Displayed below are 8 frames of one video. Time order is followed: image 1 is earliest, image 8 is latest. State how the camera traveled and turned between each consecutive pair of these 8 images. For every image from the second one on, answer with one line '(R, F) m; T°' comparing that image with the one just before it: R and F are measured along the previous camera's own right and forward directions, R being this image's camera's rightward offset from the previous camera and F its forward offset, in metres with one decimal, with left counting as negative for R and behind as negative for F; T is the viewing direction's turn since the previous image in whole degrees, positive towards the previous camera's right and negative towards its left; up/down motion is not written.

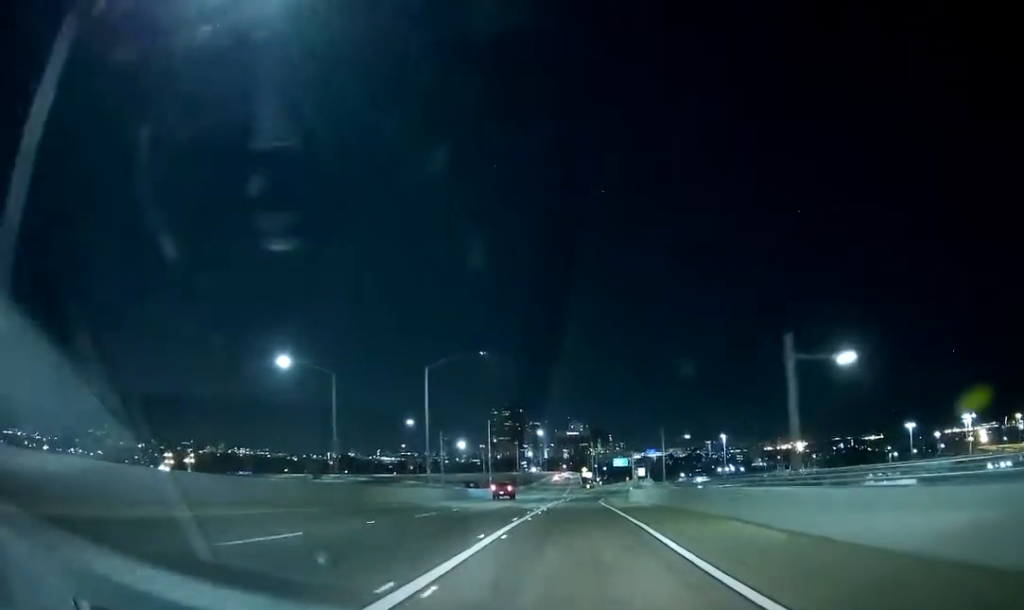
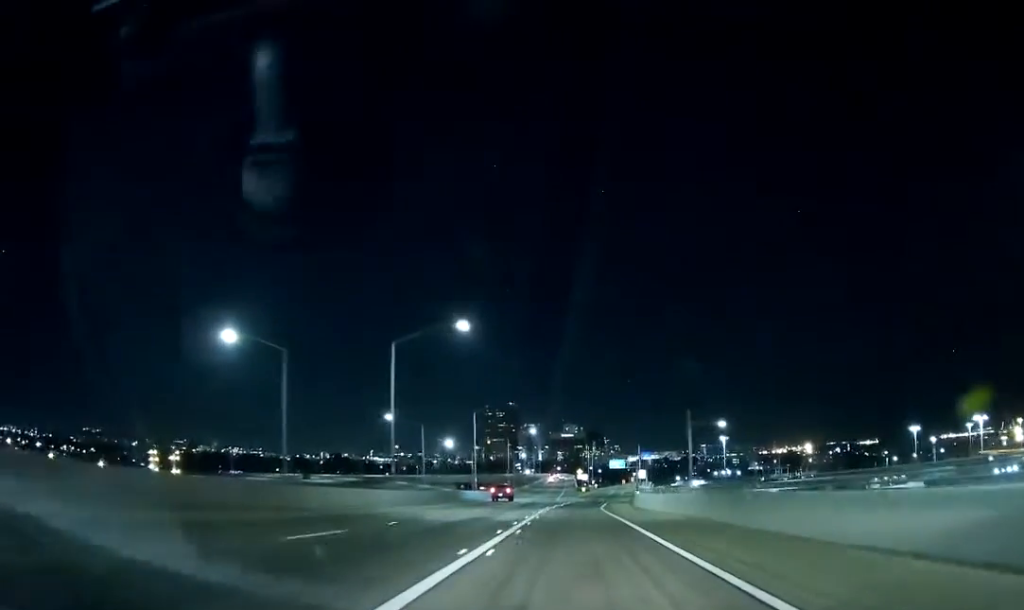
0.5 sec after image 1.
(+0.1, +12.3) m; +1°
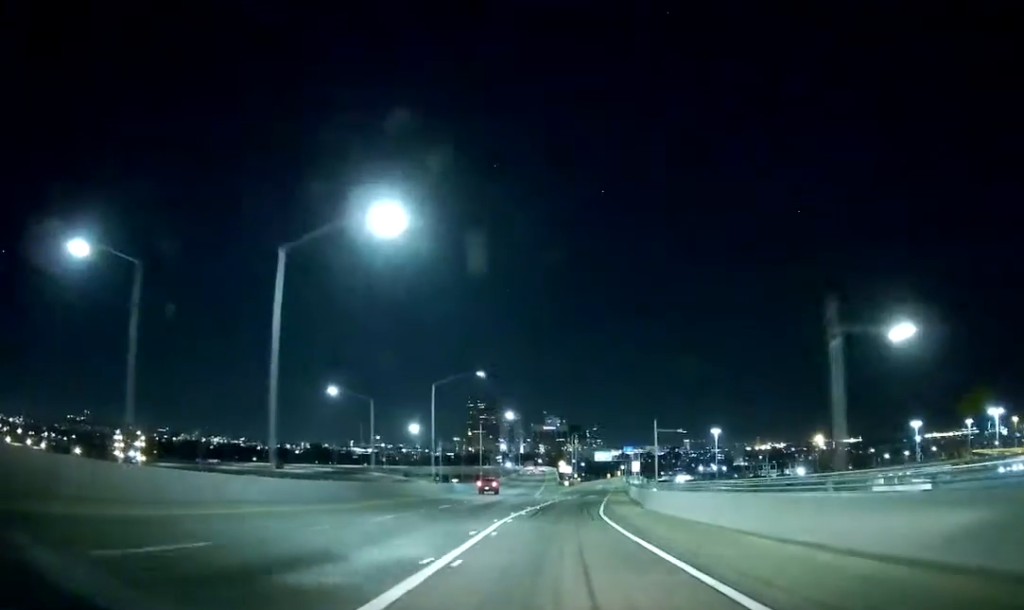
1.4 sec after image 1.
(+0.3, +21.3) m; +1°
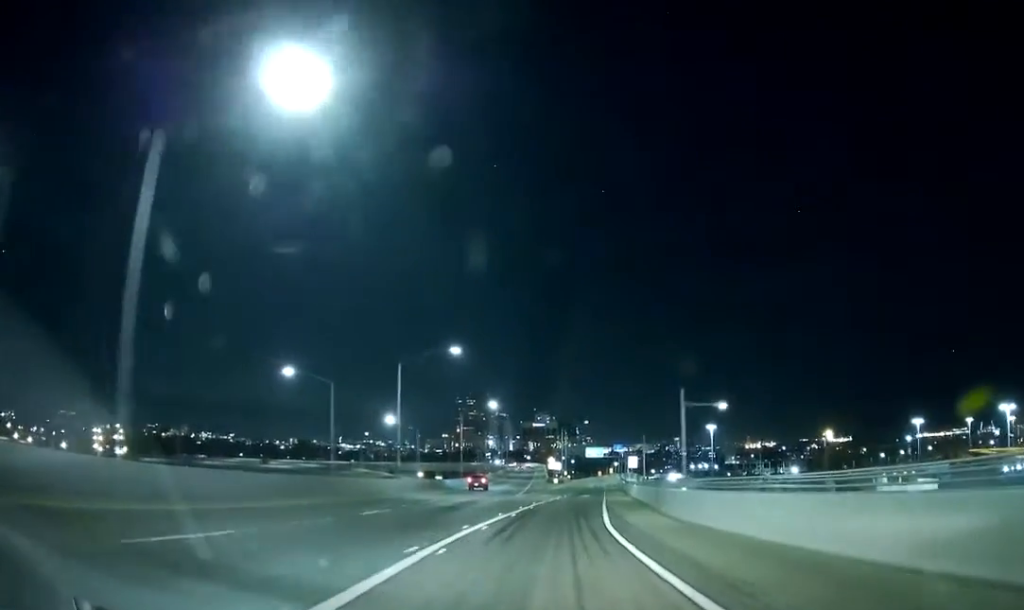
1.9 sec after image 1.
(+0.1, +12.3) m; +1°
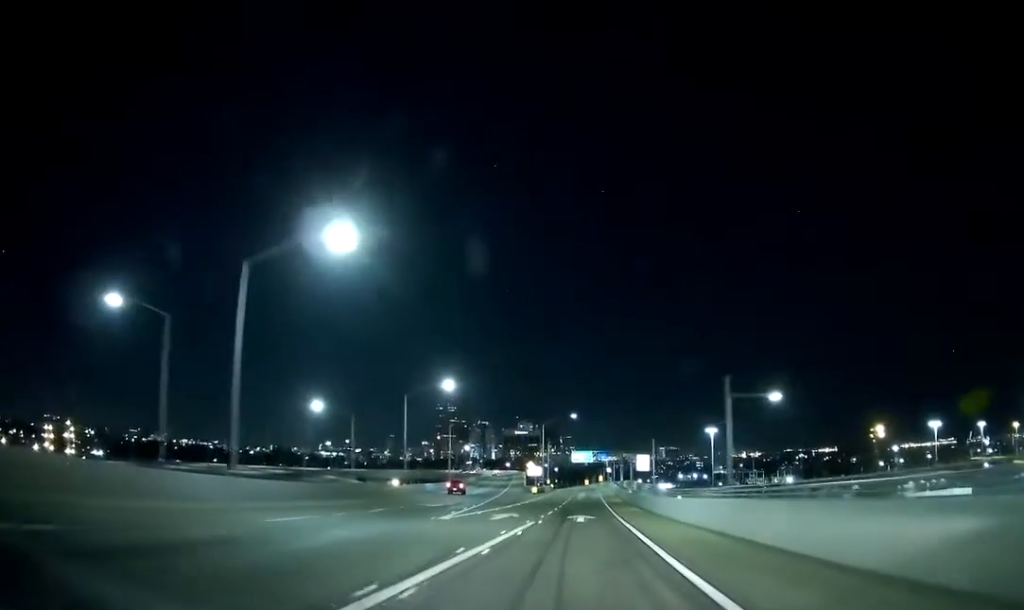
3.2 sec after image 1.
(+0.2, +33.8) m; +1°
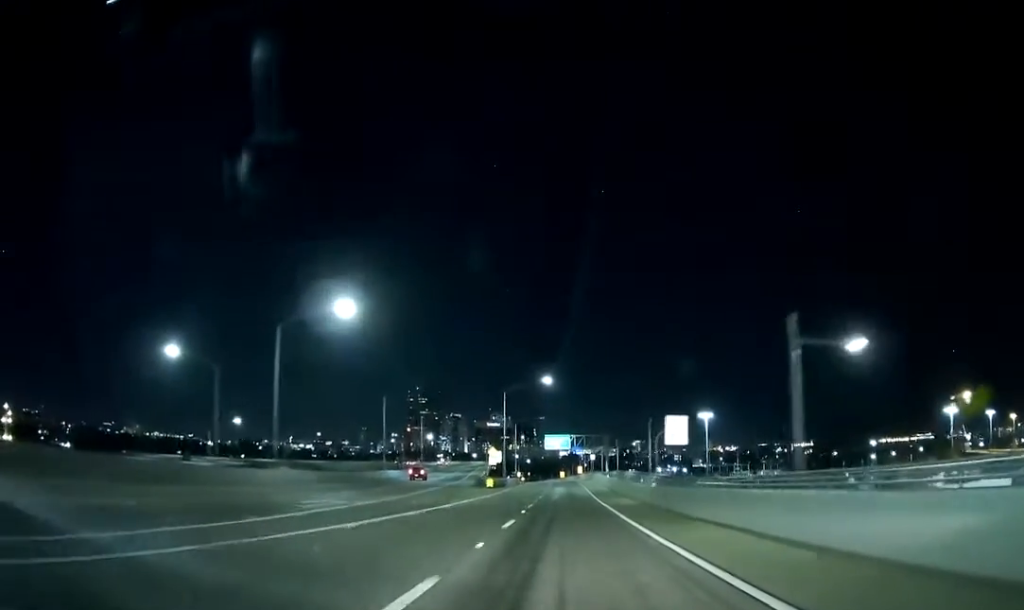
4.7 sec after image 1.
(+0.4, +36.9) m; +2°
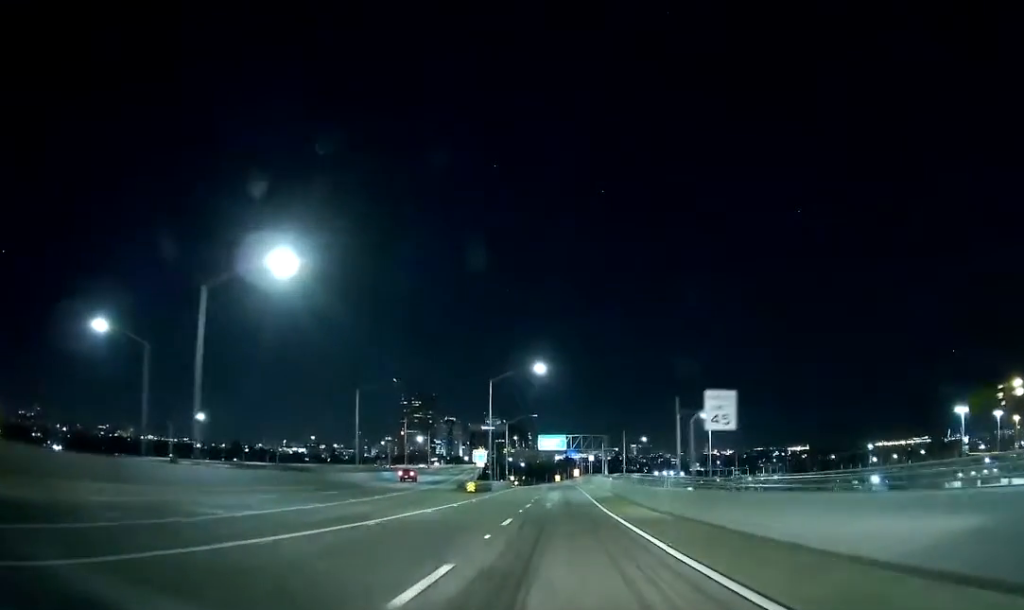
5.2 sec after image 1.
(+0.1, +12.2) m; +1°
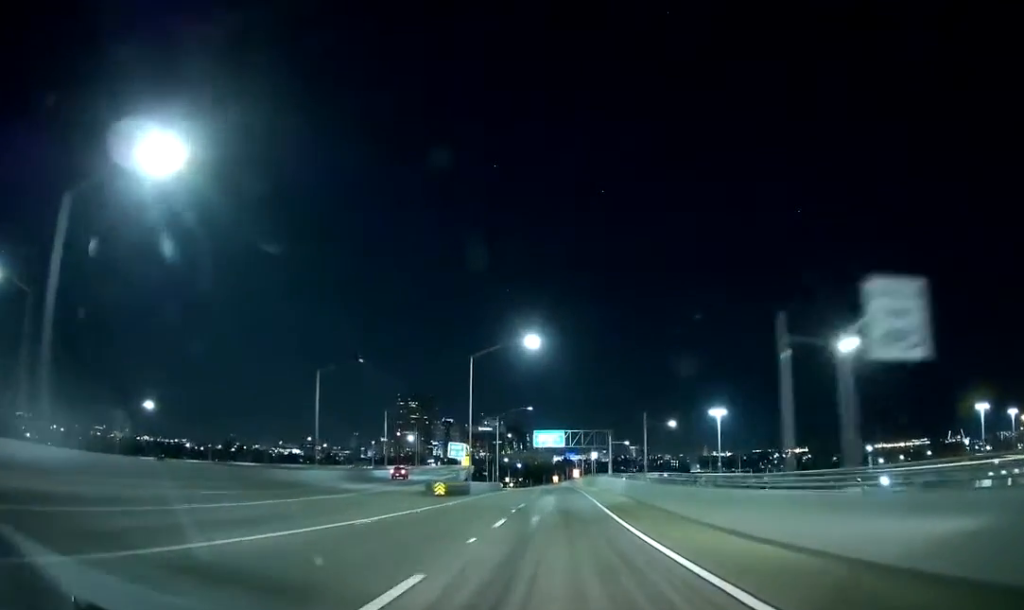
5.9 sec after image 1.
(+0.3, +16.1) m; 0°
